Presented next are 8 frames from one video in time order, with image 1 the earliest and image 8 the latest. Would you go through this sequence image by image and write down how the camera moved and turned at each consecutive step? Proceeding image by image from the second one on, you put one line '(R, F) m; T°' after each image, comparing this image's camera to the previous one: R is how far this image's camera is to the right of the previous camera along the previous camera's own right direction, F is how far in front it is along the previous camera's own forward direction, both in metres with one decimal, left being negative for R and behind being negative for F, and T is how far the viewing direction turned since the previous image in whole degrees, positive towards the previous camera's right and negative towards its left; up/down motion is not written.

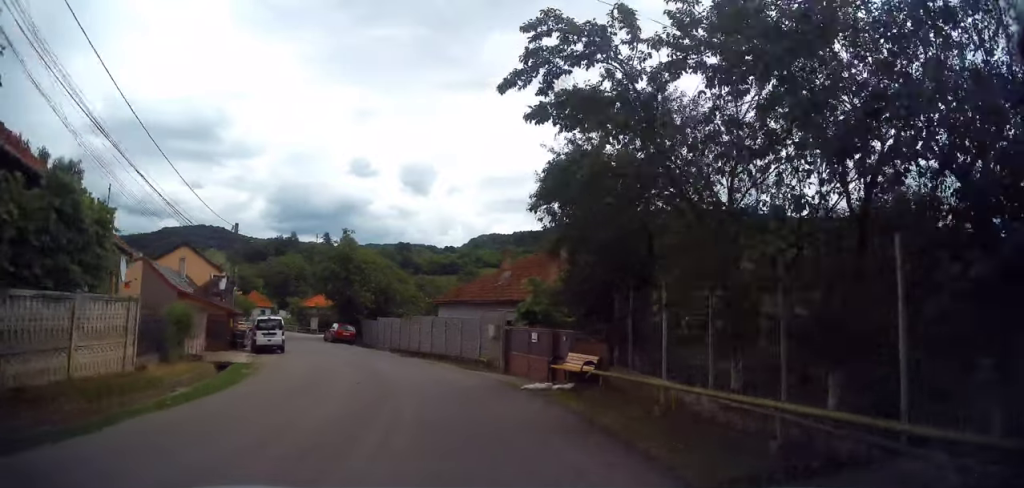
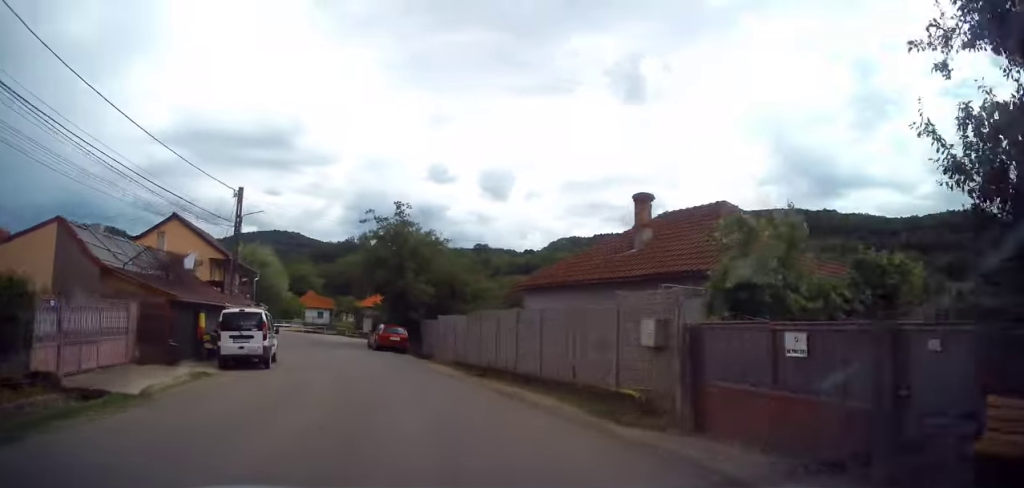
(-0.5, +11.1) m; -7°
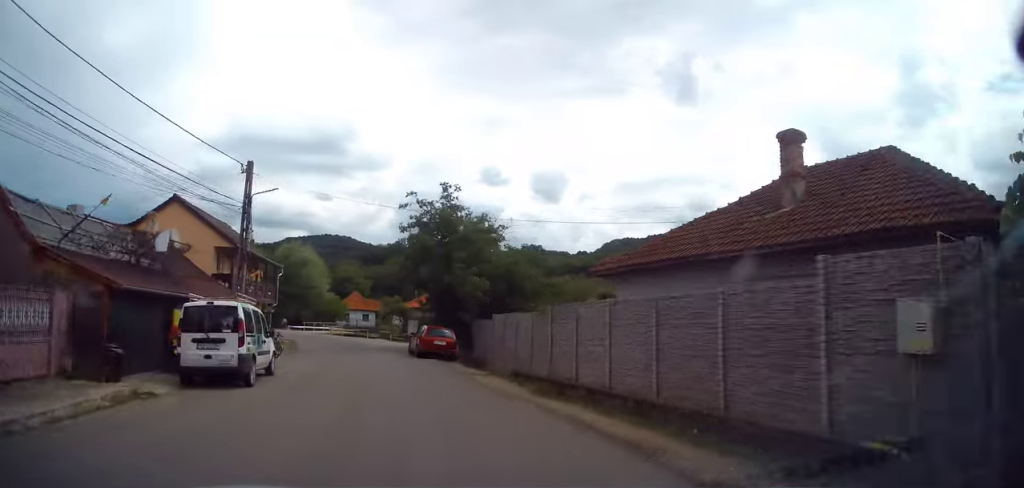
(-0.2, +5.2) m; -4°
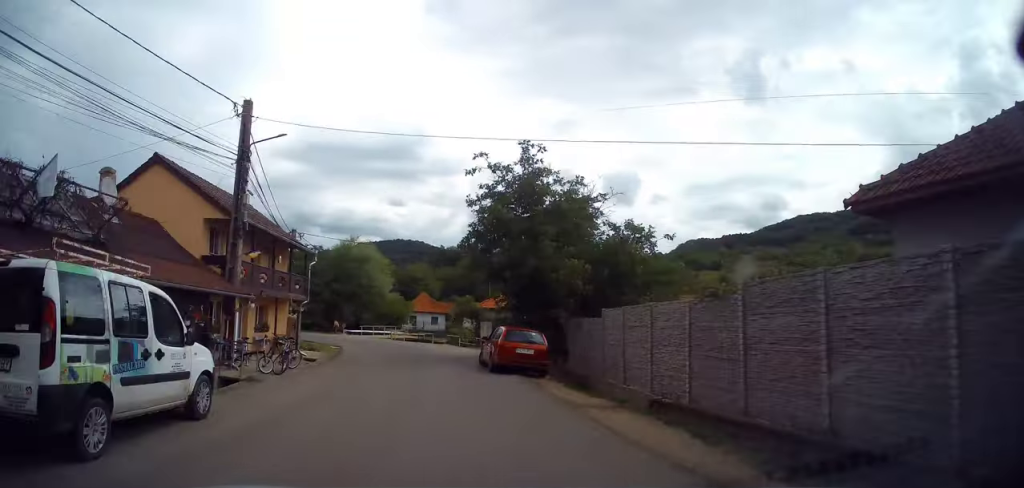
(-0.5, +7.1) m; -5°
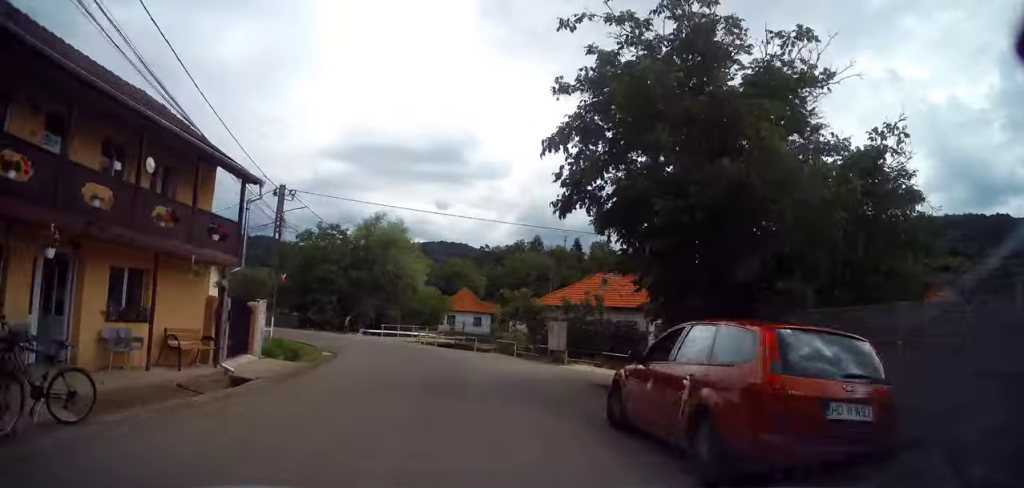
(-0.7, +11.5) m; -4°
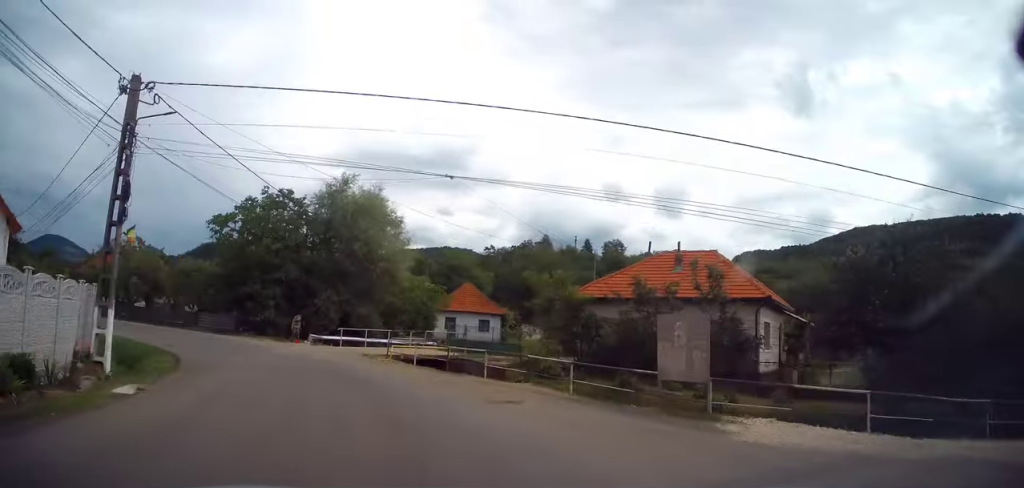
(-0.2, +14.0) m; -6°
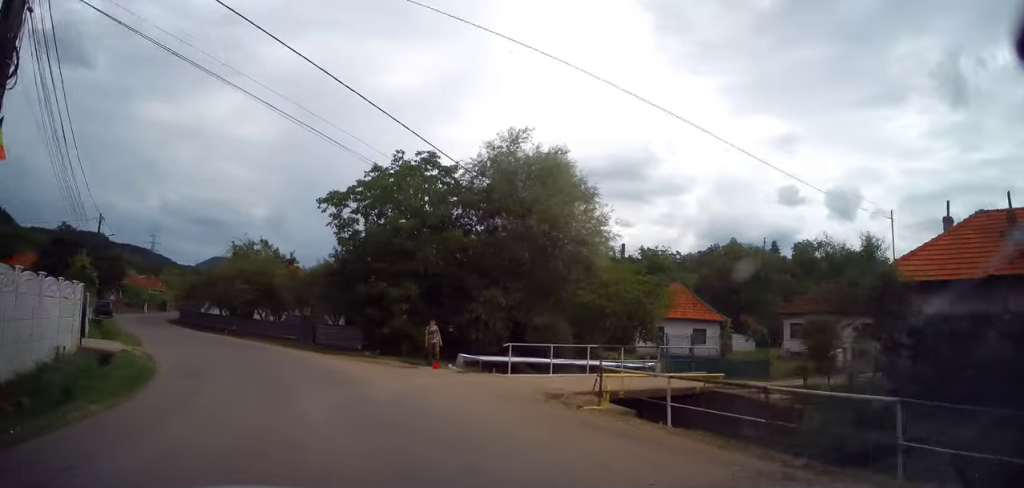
(-1.4, +11.0) m; -18°
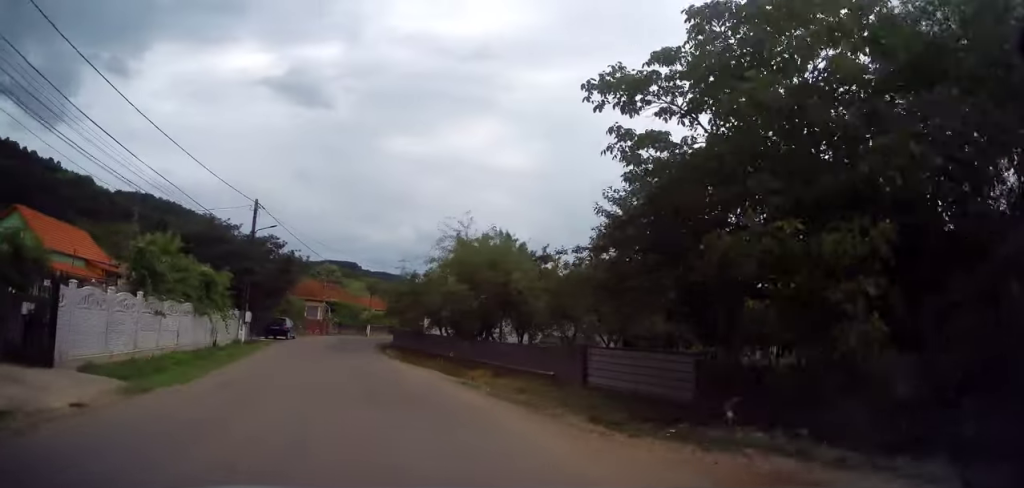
(-3.7, +14.0) m; -25°
